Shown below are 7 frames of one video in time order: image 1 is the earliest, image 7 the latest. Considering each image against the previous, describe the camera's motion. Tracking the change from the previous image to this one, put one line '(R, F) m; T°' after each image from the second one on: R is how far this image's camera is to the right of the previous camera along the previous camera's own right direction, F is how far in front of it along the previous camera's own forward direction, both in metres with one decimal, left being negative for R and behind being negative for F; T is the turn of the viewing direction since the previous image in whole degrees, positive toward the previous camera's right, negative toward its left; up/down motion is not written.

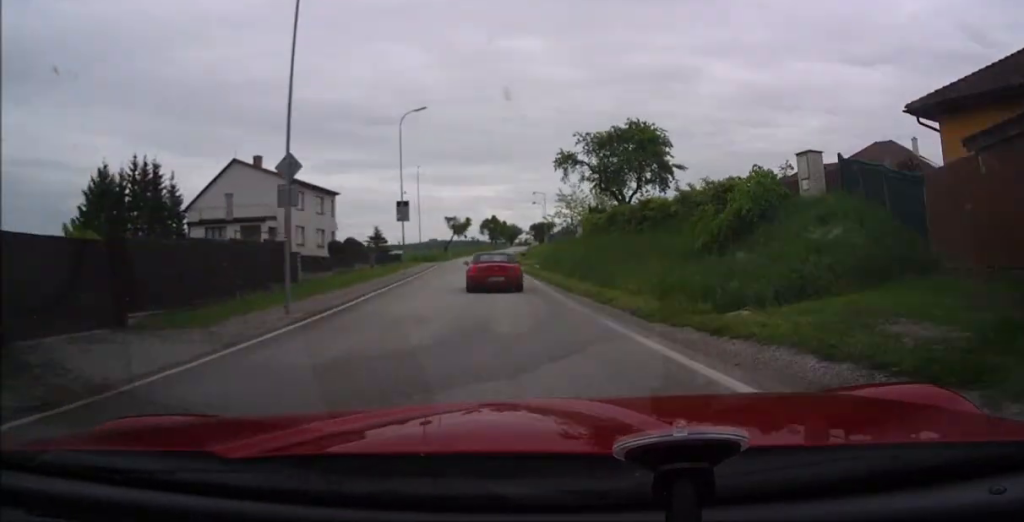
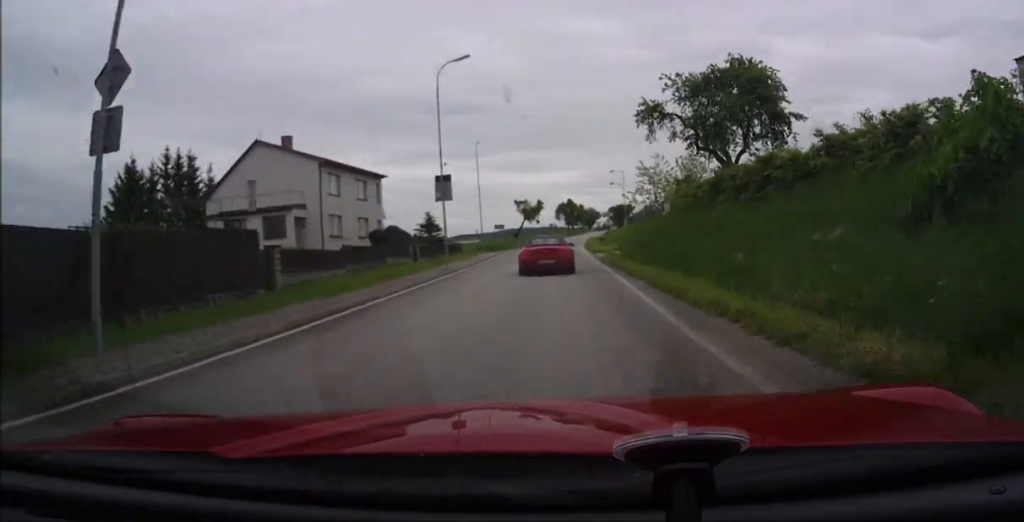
(-0.6, +8.1) m; -7°
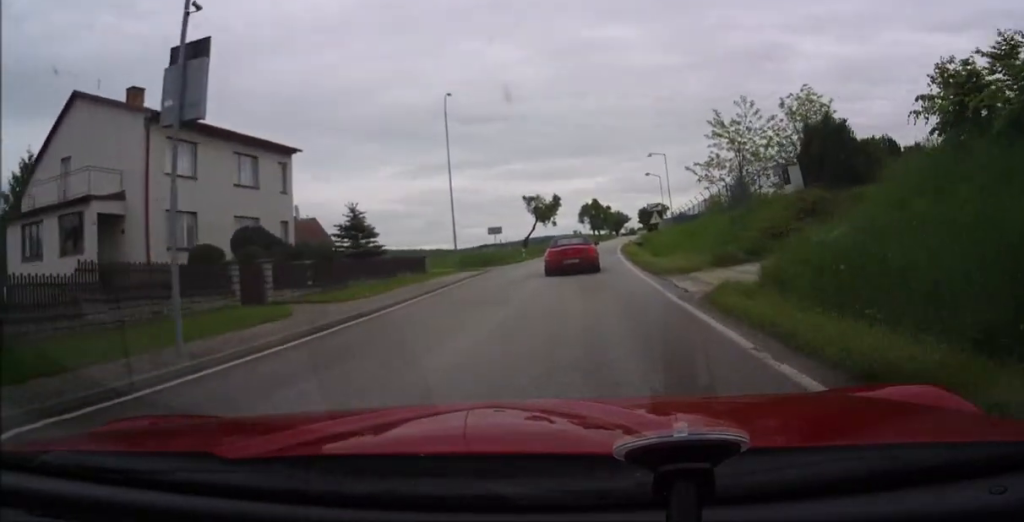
(-2.9, +20.2) m; -16°
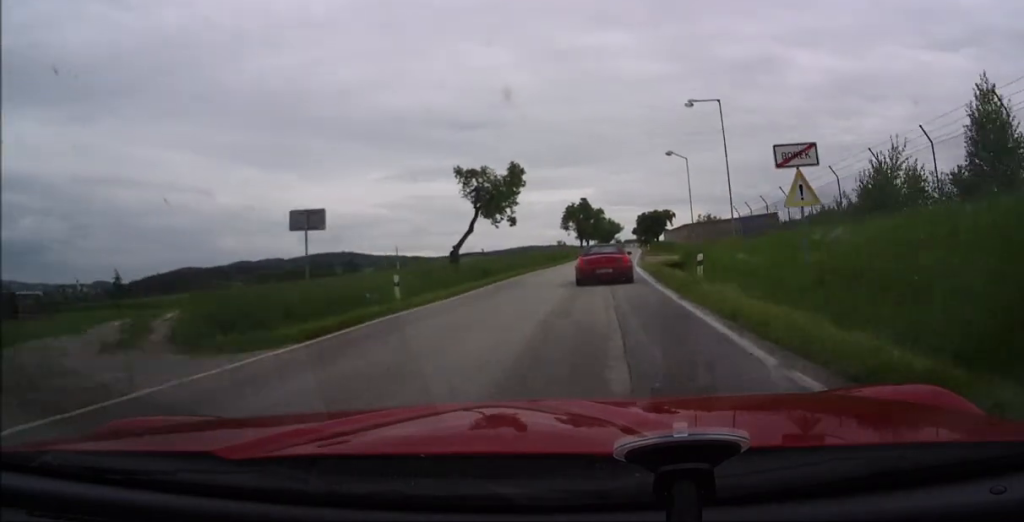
(-2.5, +28.8) m; -3°
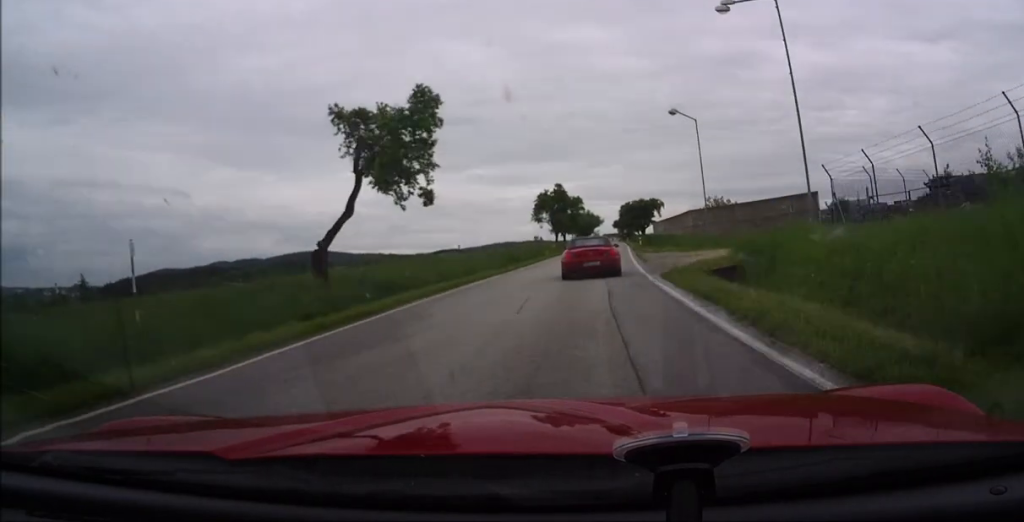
(+0.4, +15.4) m; +2°
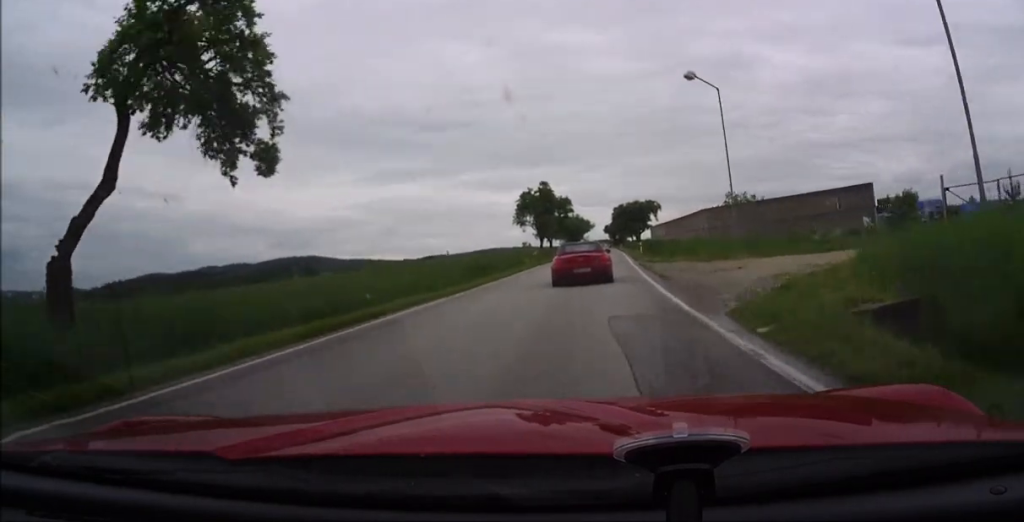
(+0.1, +10.3) m; +1°
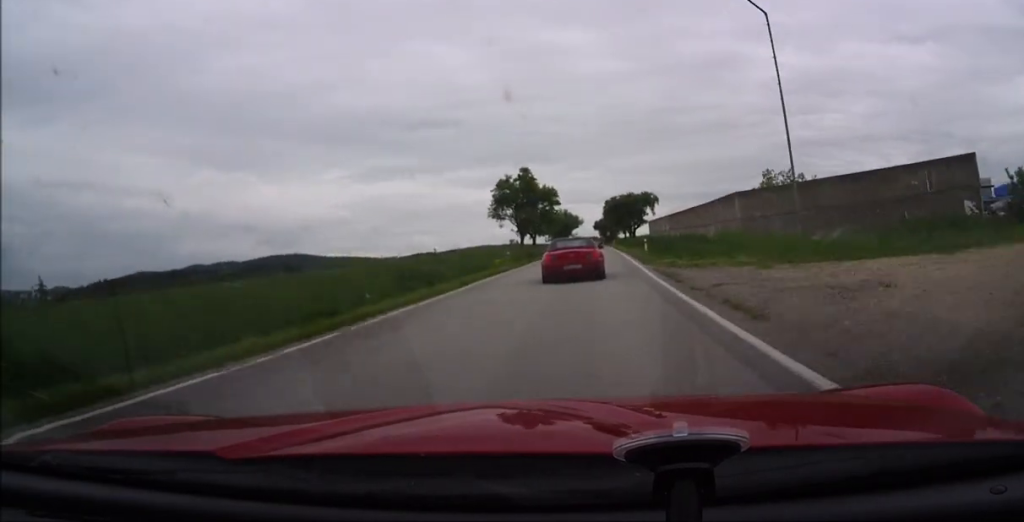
(-0.1, +11.0) m; +1°
